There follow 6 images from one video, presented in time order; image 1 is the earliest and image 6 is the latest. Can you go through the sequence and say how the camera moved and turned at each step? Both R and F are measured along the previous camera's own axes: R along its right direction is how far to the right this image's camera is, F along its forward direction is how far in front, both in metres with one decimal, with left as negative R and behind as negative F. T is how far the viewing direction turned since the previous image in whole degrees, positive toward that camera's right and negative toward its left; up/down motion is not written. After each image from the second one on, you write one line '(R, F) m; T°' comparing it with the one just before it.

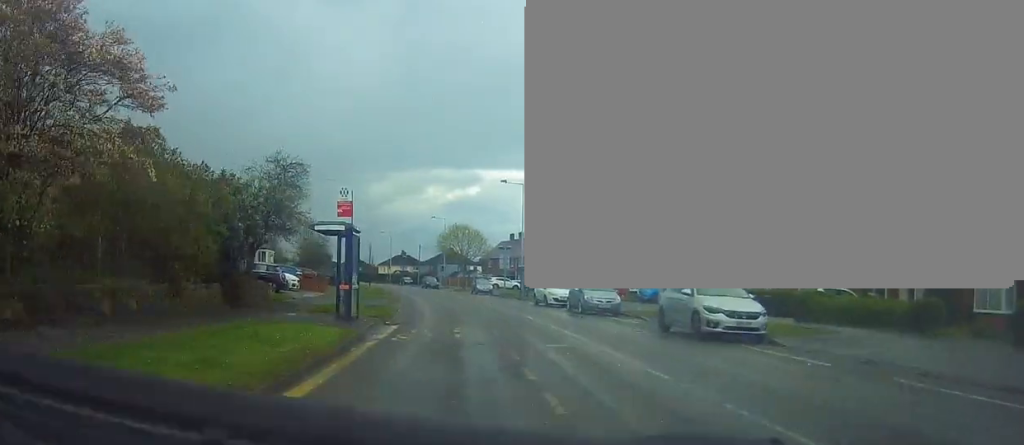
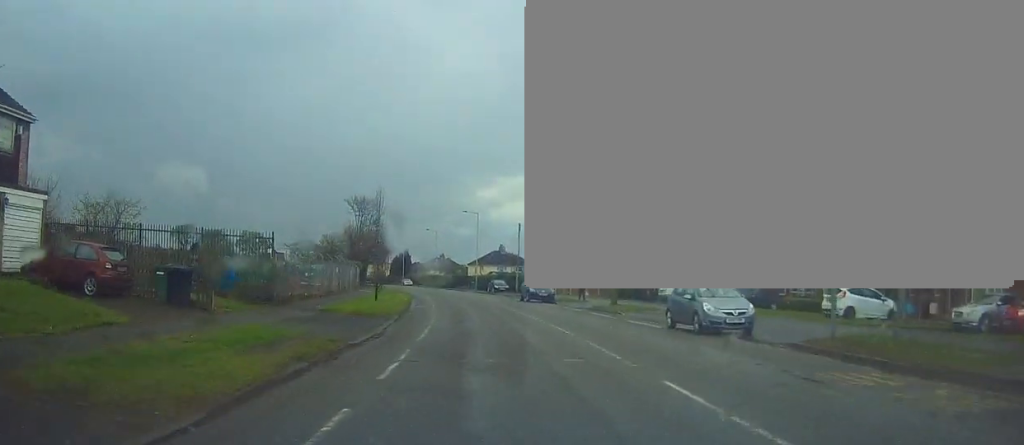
(-1.9, +48.4) m; -7°
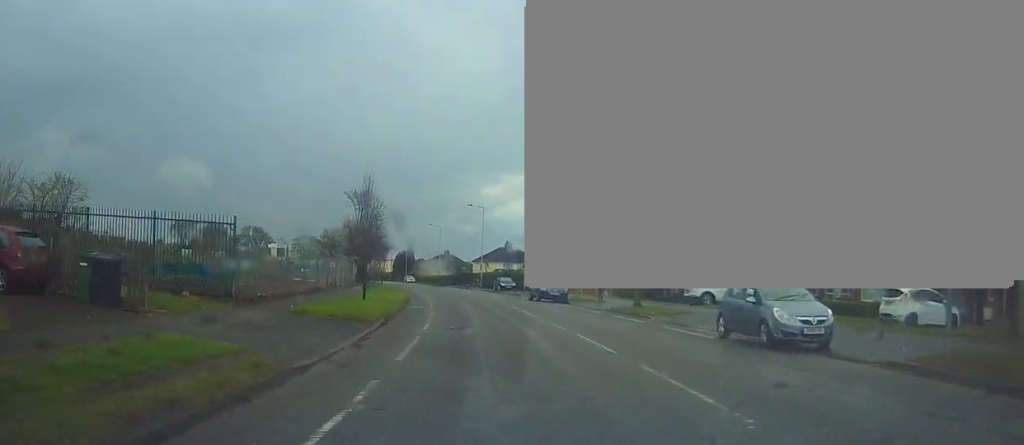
(0.0, +4.4) m; 0°
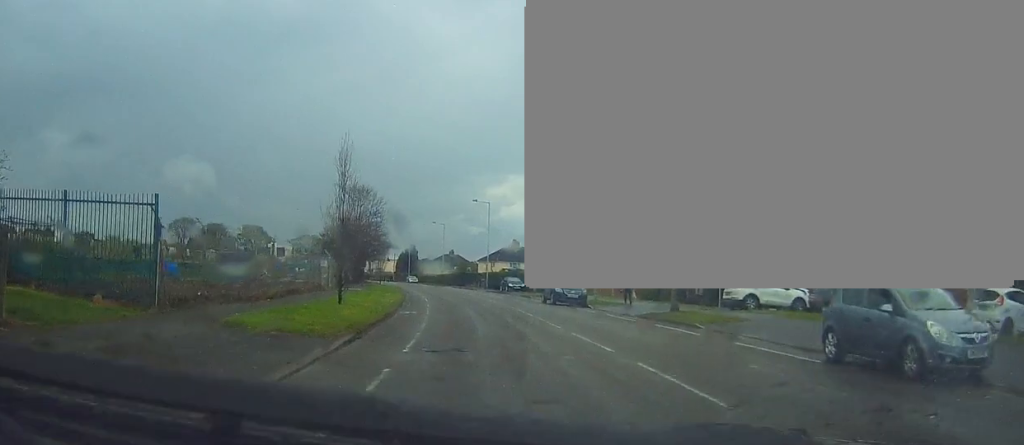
(0.0, +5.5) m; 0°
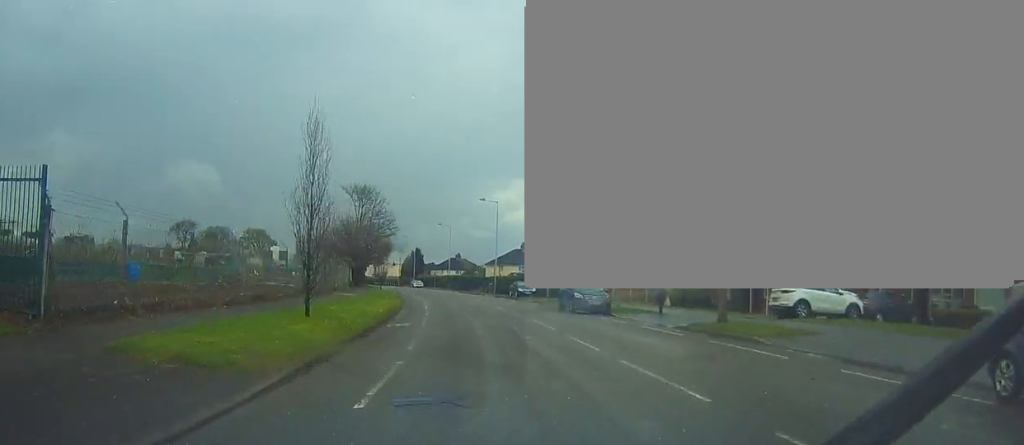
(0.0, +4.7) m; 0°
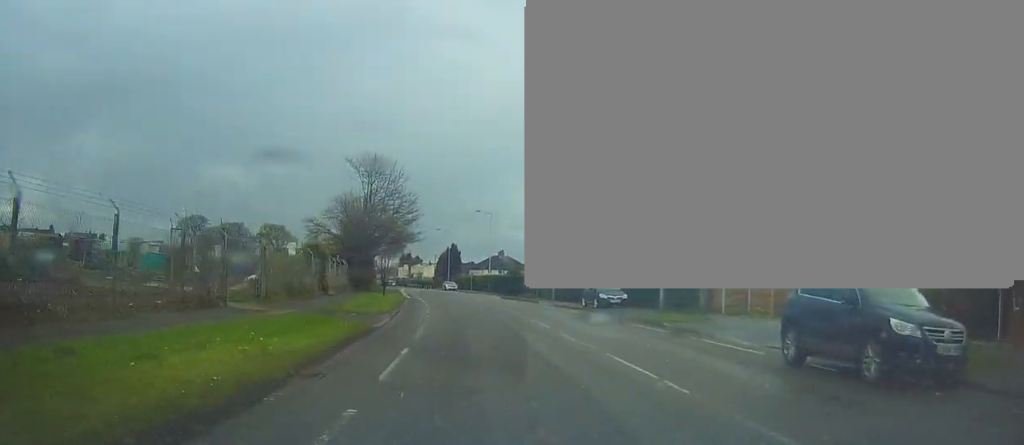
(-1.0, +22.5) m; -6°
